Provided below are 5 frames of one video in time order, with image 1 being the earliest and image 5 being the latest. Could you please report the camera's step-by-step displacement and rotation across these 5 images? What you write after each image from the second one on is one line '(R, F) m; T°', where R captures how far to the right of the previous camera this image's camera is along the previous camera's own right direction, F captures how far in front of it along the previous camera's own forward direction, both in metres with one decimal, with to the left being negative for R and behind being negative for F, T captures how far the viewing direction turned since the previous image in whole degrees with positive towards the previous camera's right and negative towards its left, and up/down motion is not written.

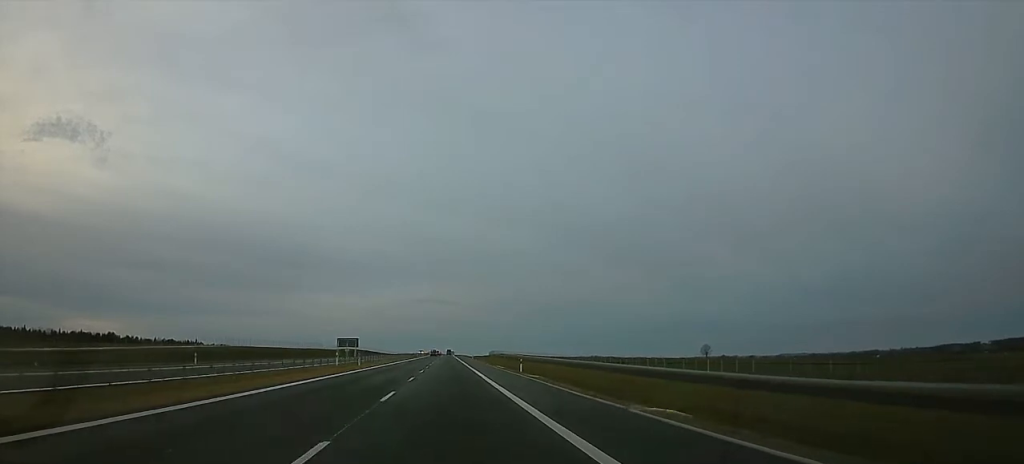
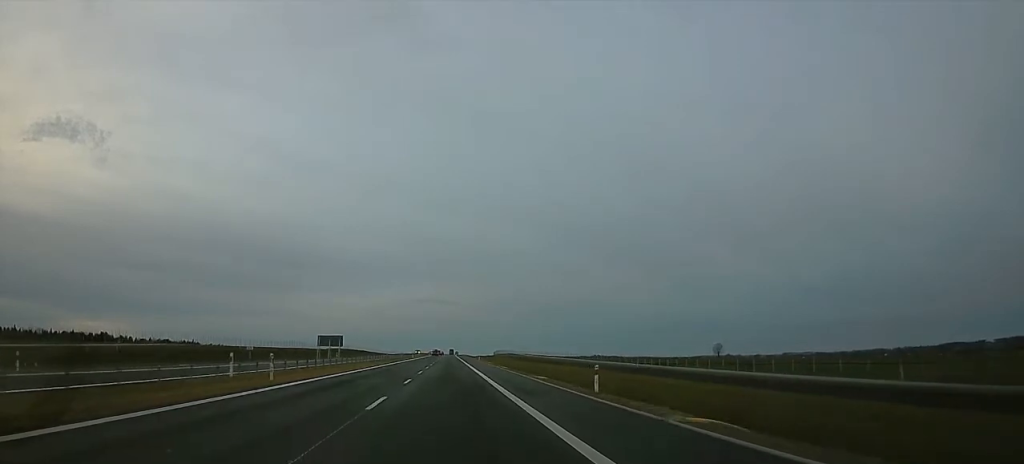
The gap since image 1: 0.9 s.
(0.0, +26.6) m; 0°
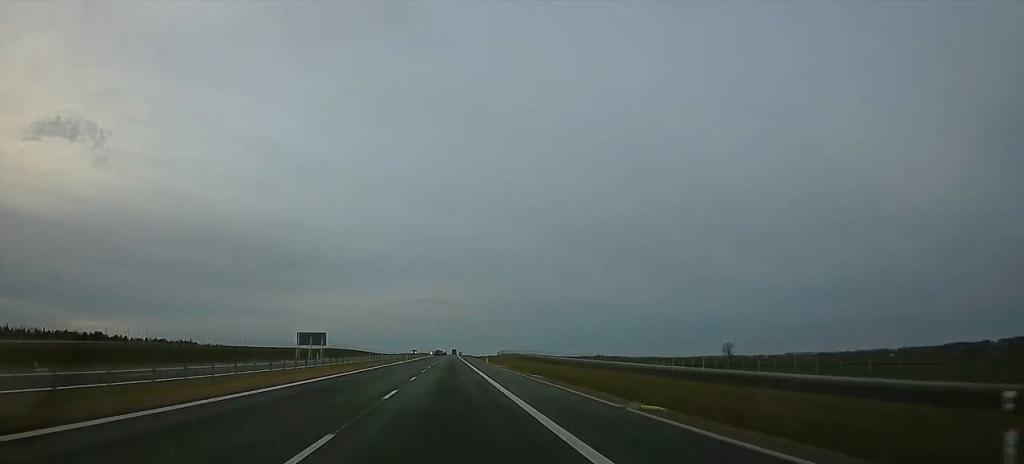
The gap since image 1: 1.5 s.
(0.0, +20.4) m; 0°
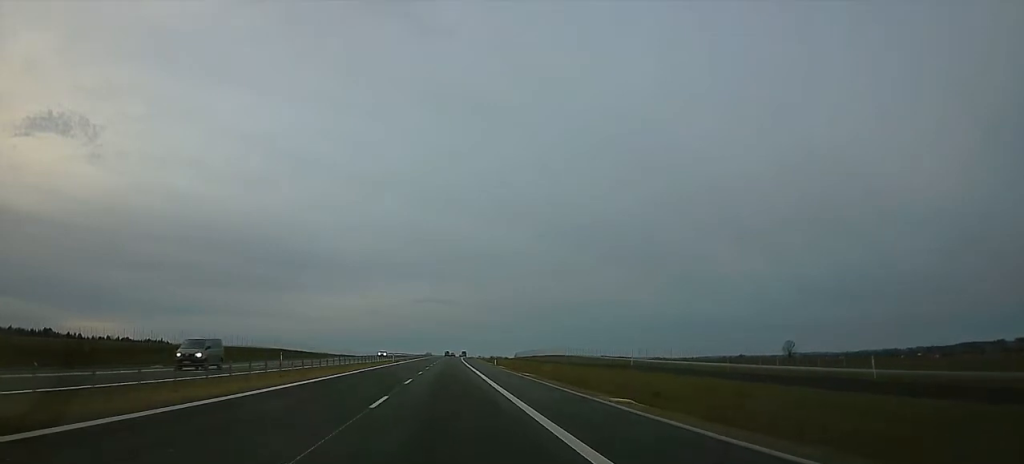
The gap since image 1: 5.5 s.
(-2.9, +121.8) m; -1°
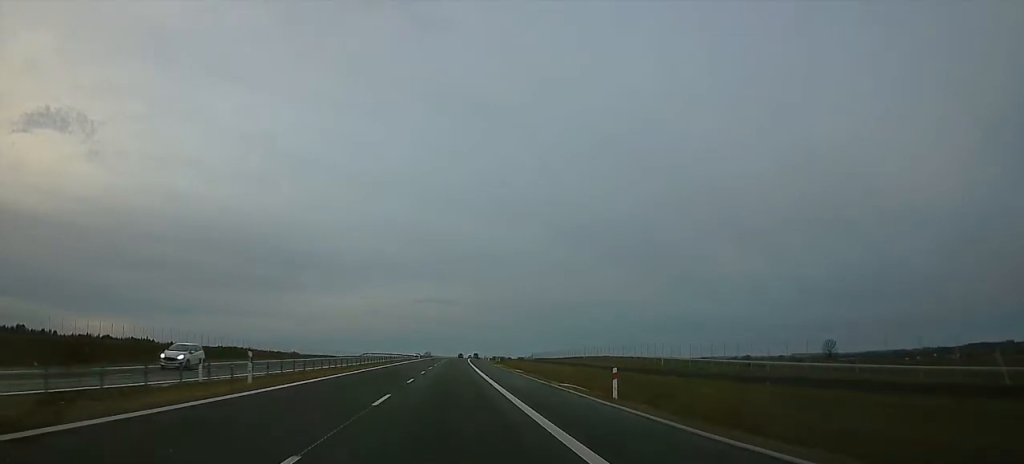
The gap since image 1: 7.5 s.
(+1.5, +59.1) m; +1°
